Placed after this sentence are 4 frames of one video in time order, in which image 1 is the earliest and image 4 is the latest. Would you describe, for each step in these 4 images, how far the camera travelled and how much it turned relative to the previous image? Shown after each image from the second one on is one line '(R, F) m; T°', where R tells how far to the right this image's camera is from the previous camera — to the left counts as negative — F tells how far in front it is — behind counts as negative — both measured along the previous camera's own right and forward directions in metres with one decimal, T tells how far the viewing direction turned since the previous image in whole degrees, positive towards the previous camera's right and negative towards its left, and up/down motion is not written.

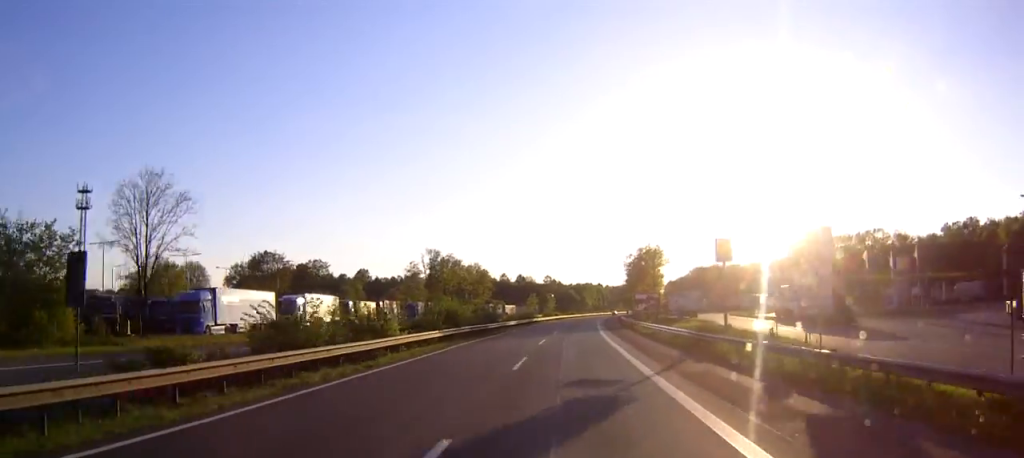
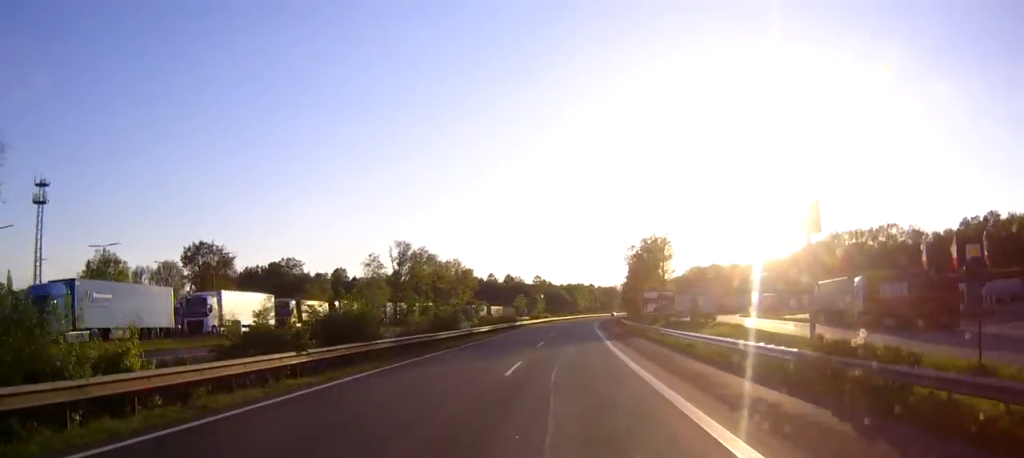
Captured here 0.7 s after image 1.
(0.0, +19.2) m; +1°
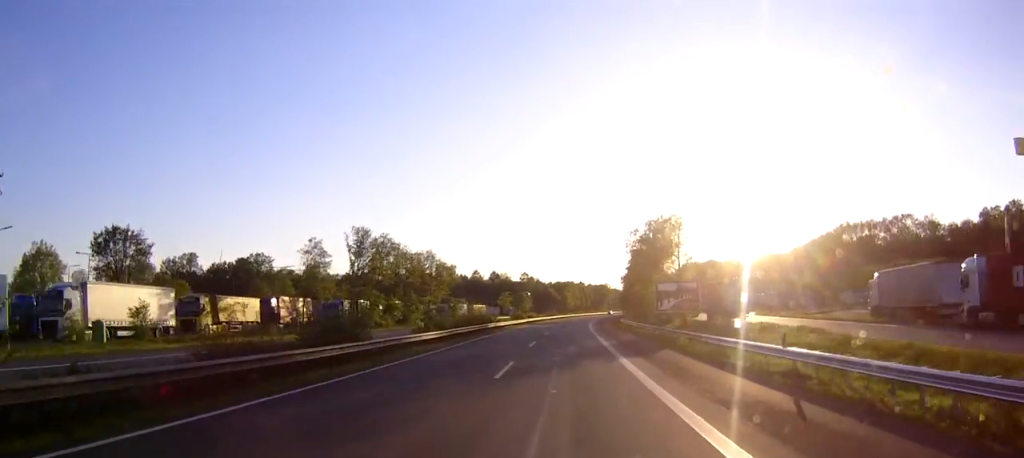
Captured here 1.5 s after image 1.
(+0.2, +19.2) m; +1°
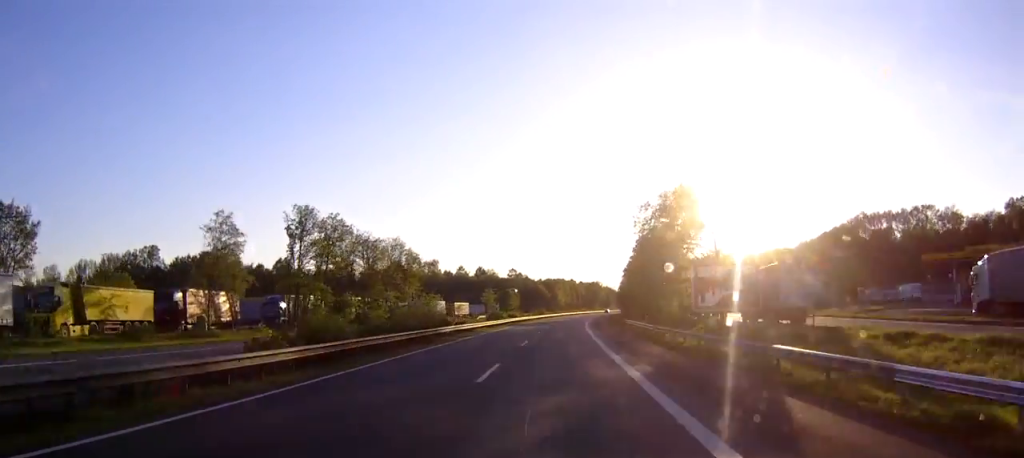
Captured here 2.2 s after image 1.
(+0.2, +20.1) m; +1°
